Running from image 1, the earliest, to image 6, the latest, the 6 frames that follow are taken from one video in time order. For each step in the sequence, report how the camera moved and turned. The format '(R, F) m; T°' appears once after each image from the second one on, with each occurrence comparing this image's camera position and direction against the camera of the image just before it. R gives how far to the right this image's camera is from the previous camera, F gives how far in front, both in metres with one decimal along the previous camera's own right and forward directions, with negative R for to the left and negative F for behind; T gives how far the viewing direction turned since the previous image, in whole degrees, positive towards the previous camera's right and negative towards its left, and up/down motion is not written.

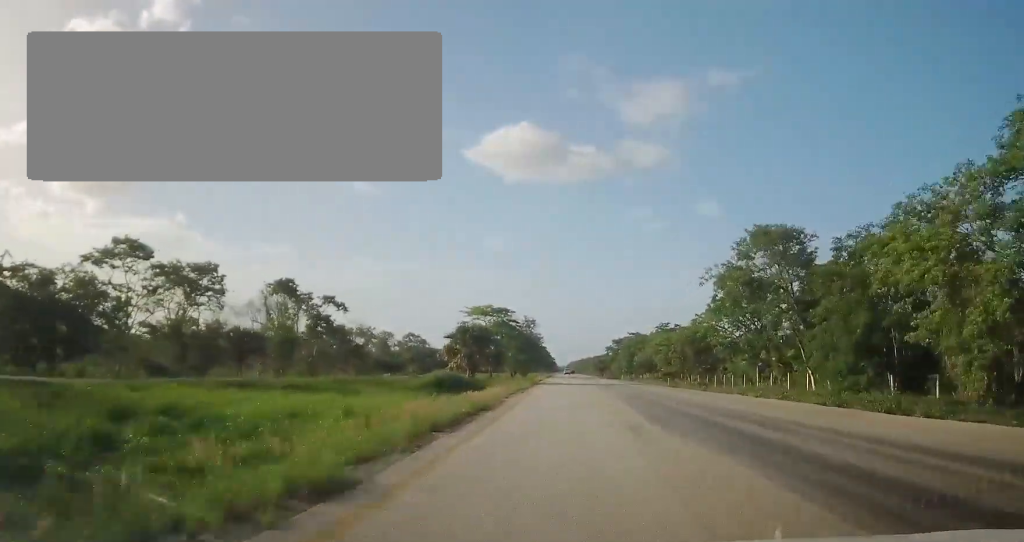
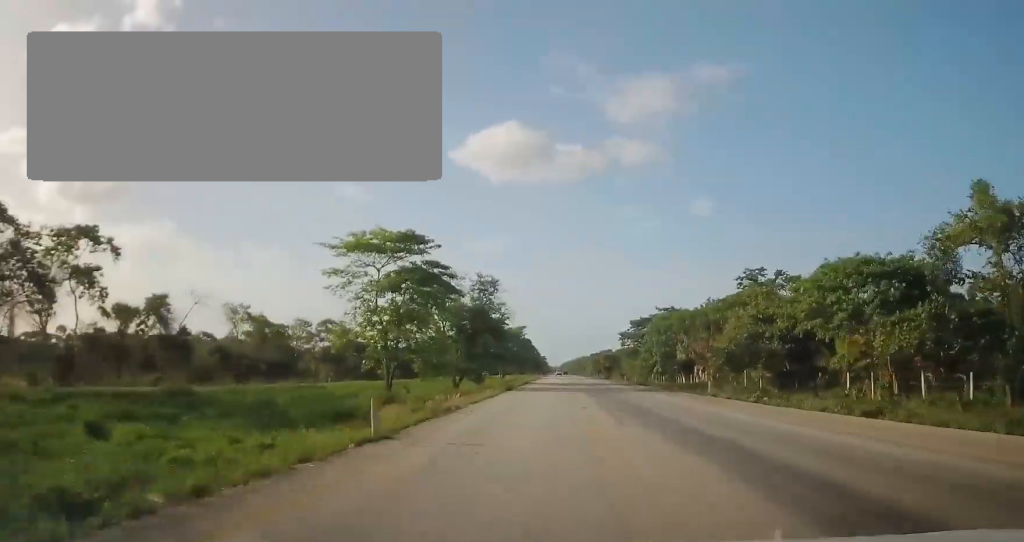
(+0.1, +58.5) m; 0°
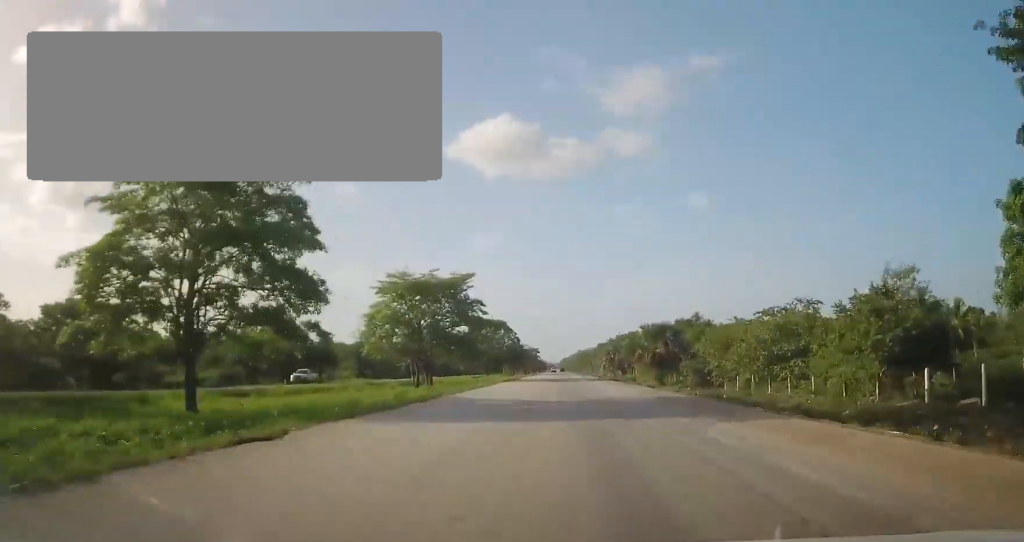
(+1.0, +87.3) m; 0°
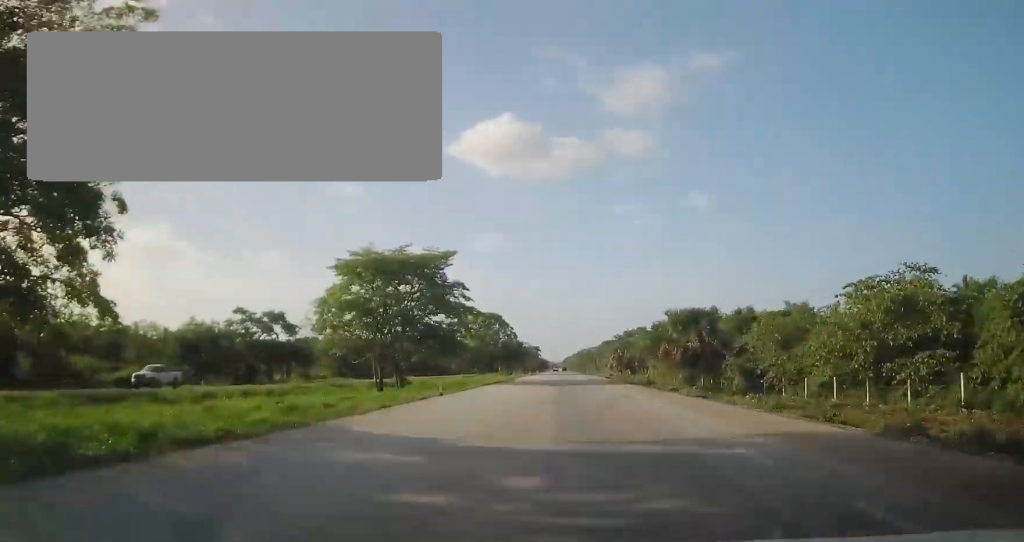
(-0.1, +15.0) m; 0°
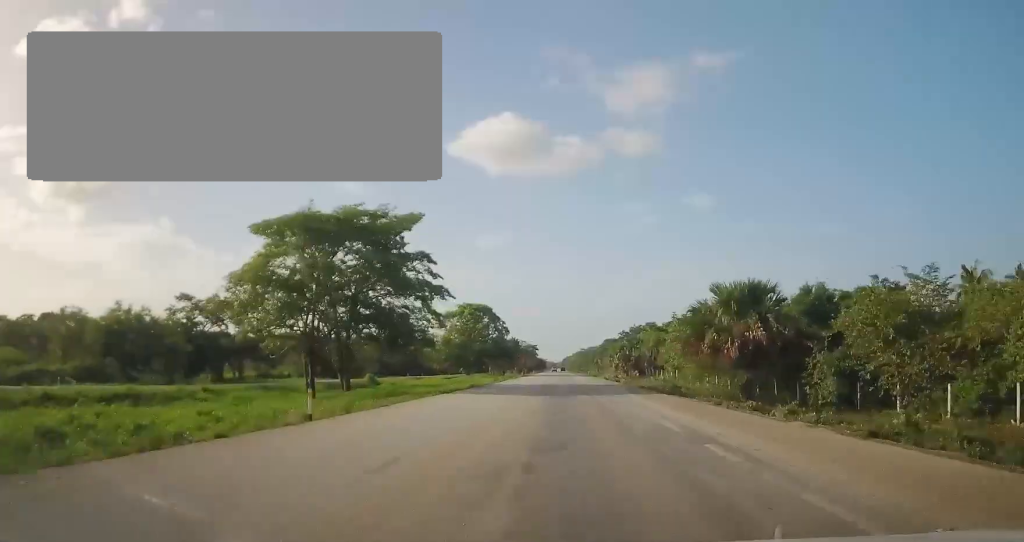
(0.0, +15.5) m; 0°
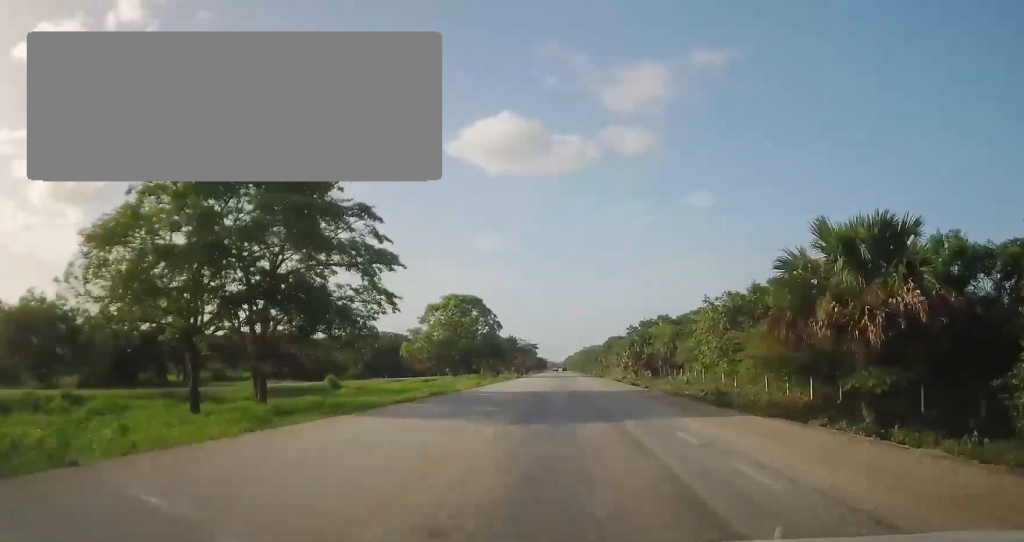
(0.0, +14.4) m; 0°
